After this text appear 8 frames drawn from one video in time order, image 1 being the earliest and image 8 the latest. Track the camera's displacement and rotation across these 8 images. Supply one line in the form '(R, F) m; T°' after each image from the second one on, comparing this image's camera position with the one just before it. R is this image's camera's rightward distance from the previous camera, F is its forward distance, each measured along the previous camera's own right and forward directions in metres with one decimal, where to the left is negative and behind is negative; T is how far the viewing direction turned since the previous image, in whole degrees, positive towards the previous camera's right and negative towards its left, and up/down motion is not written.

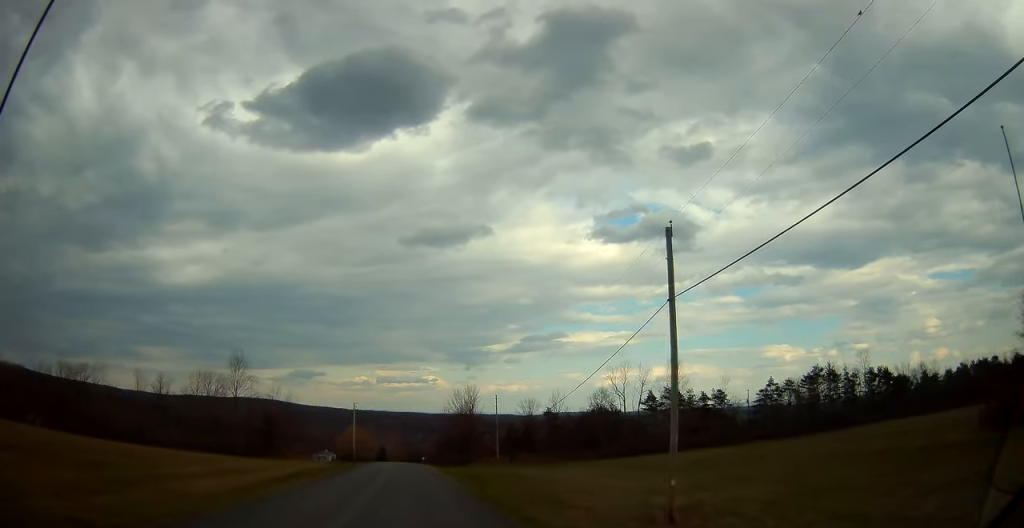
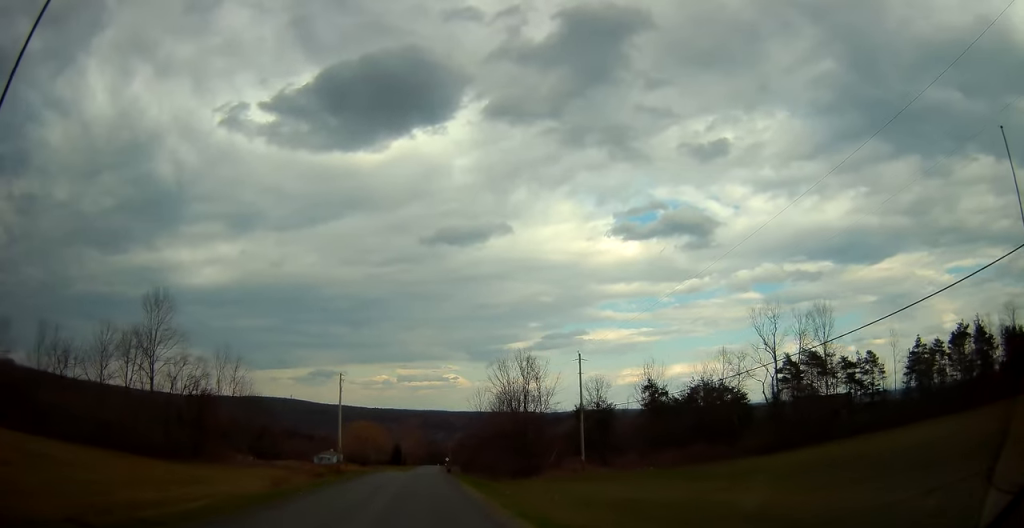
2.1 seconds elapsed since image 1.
(-0.8, +42.4) m; -1°
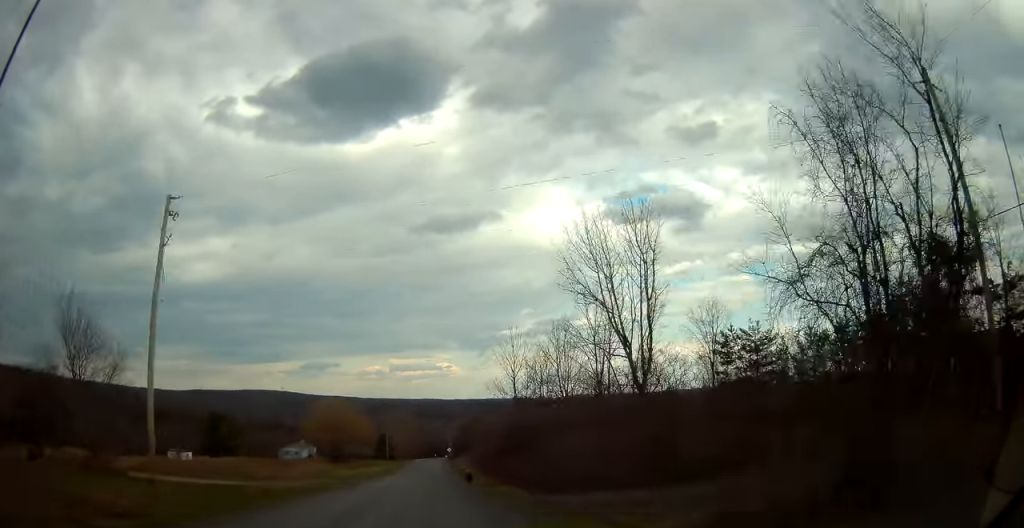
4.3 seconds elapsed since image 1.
(-0.1, +47.0) m; 0°
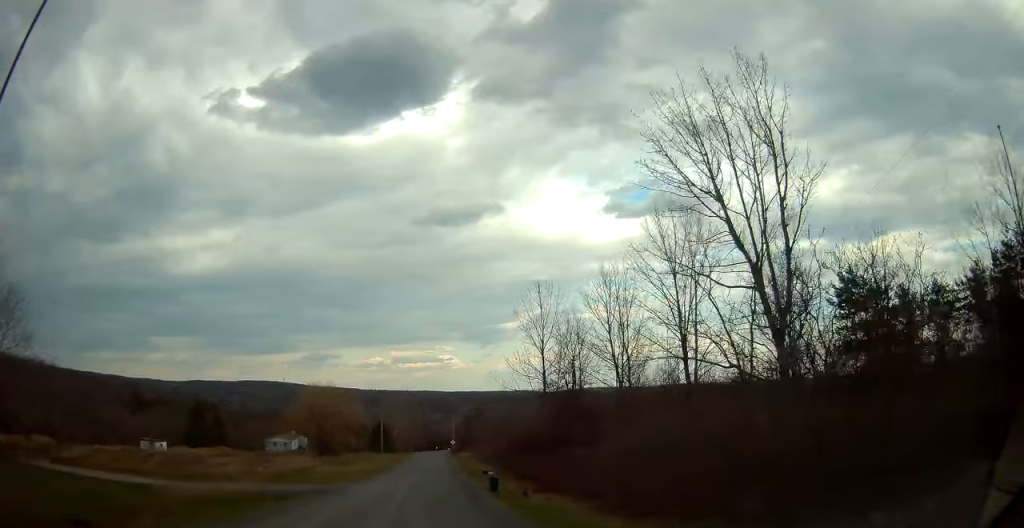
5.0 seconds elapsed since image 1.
(0.0, +14.6) m; 0°
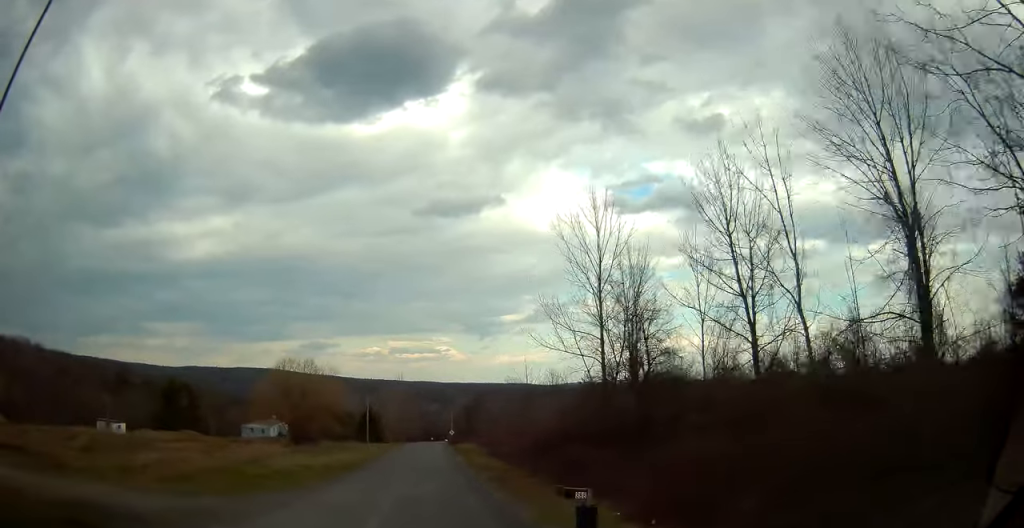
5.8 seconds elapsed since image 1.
(-0.2, +16.7) m; 0°
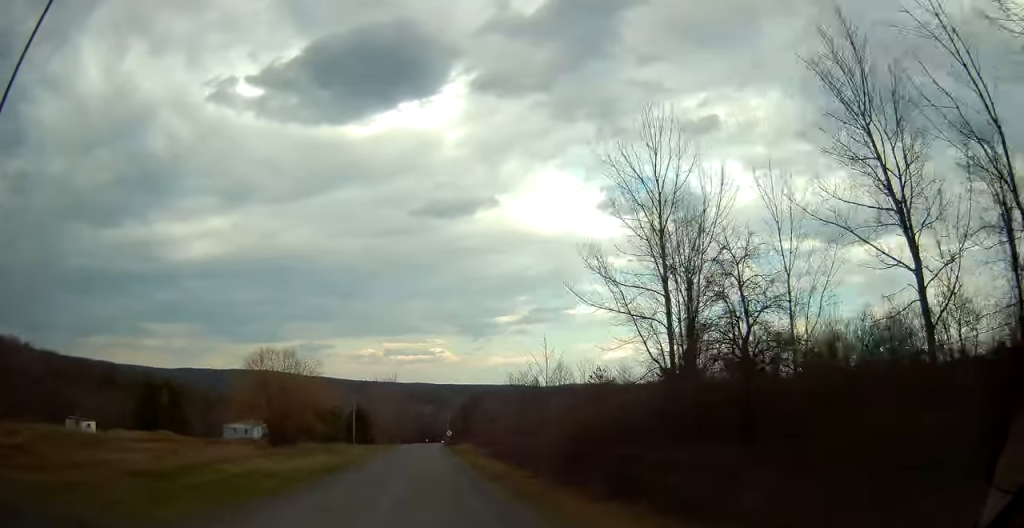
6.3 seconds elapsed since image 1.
(+0.2, +9.7) m; 0°
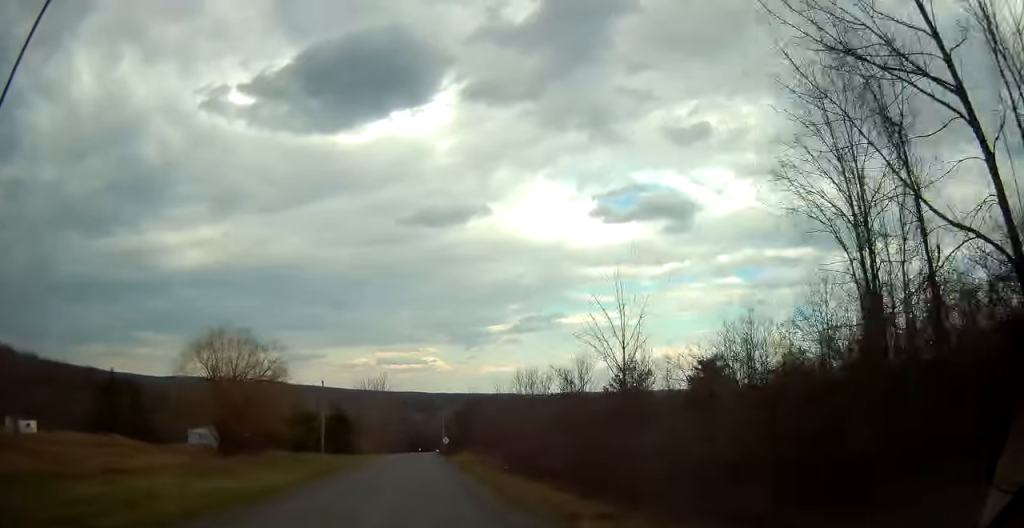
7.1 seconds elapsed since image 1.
(0.0, +16.6) m; 0°
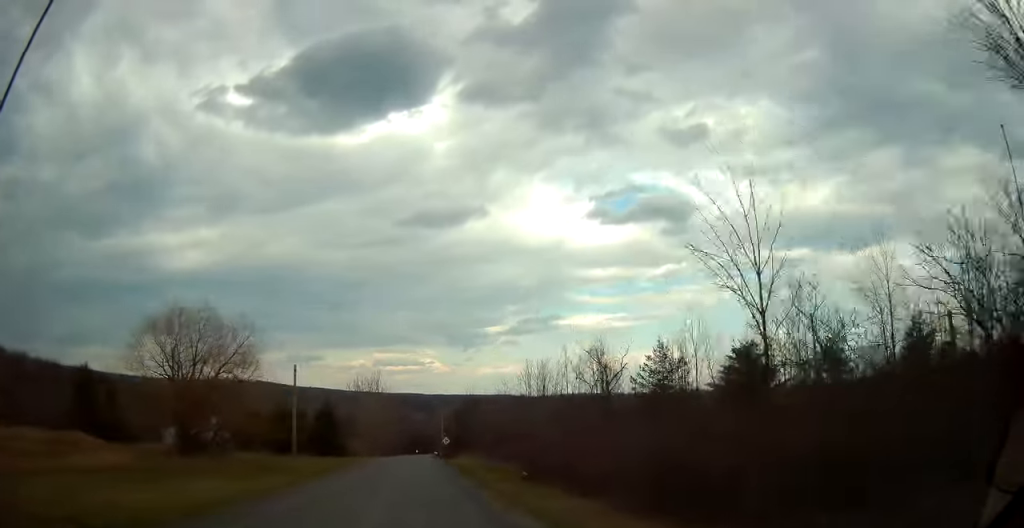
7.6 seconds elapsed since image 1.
(-0.3, +10.3) m; +1°
